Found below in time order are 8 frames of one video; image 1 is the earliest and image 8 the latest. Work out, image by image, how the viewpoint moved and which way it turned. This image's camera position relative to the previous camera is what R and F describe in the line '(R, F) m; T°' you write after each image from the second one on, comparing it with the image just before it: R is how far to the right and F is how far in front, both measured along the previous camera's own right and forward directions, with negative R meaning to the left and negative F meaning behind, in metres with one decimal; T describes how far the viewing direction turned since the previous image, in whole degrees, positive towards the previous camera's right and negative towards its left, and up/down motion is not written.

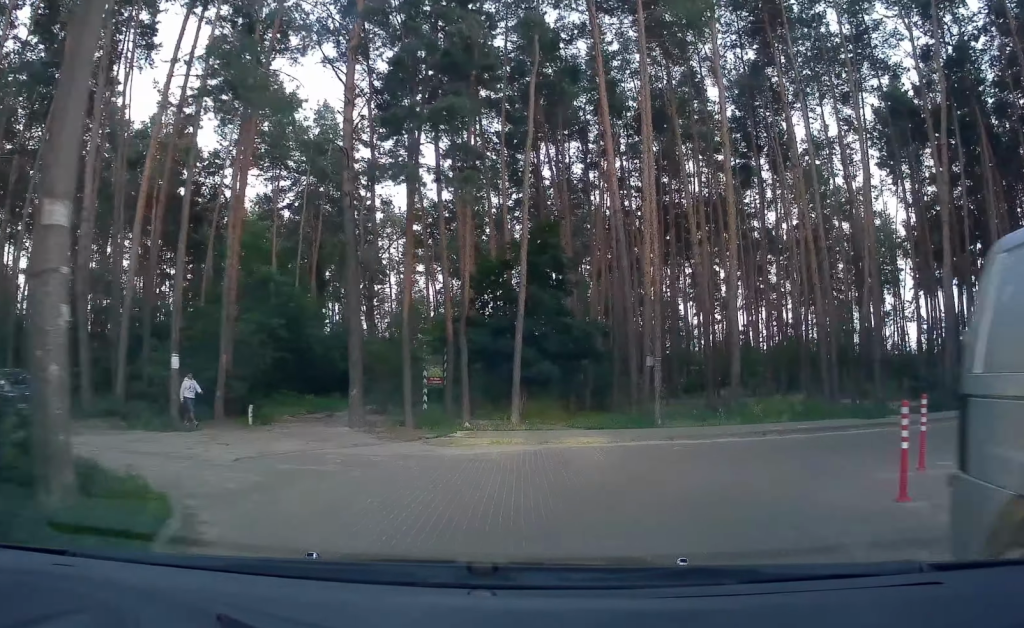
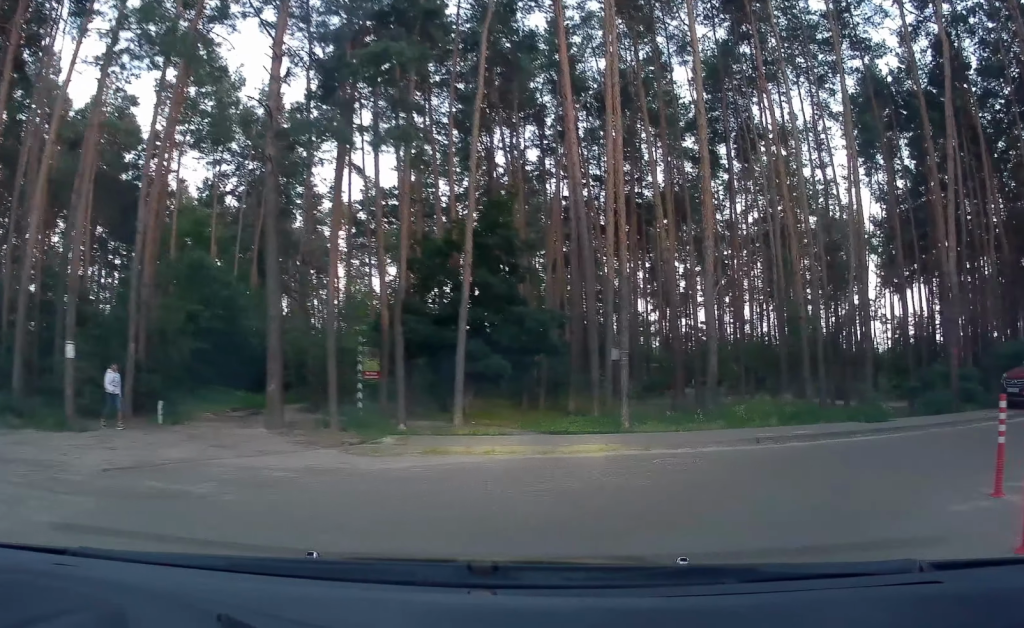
(+0.2, +3.5) m; 0°
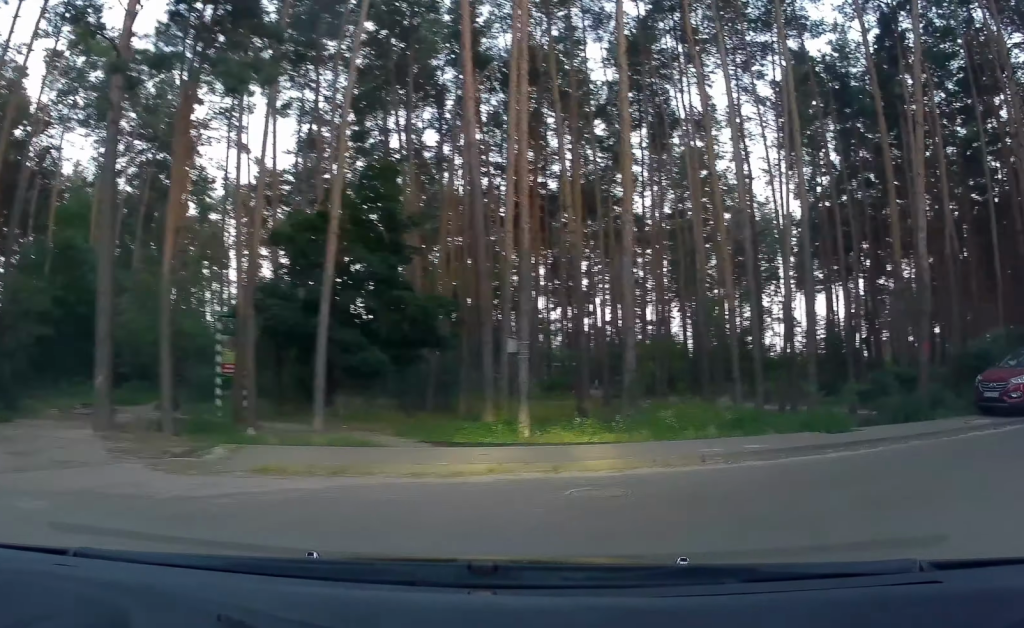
(0.0, +3.8) m; +1°
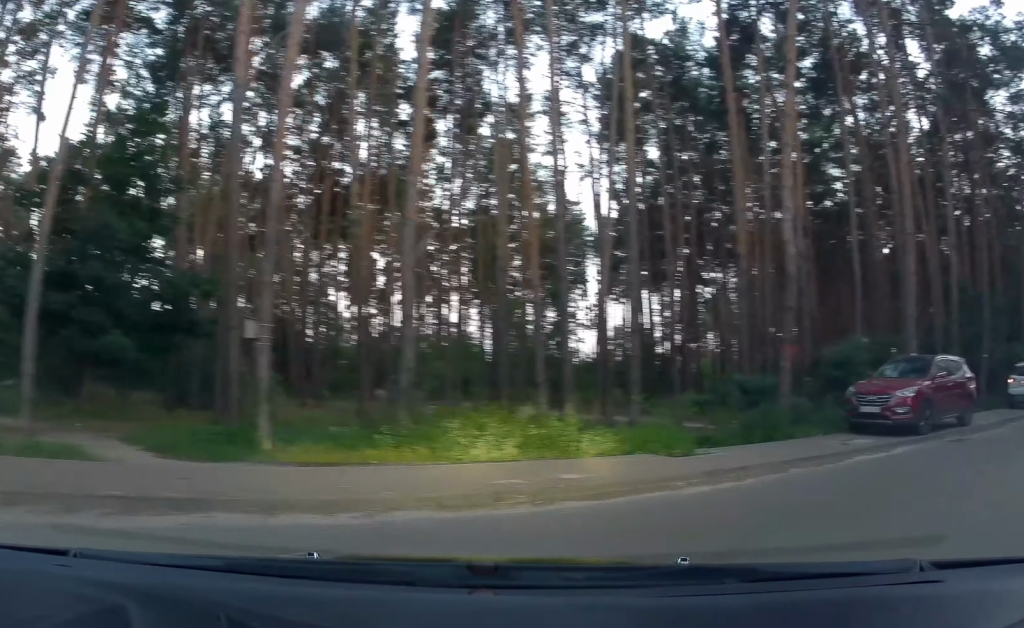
(-0.1, +3.7) m; +7°
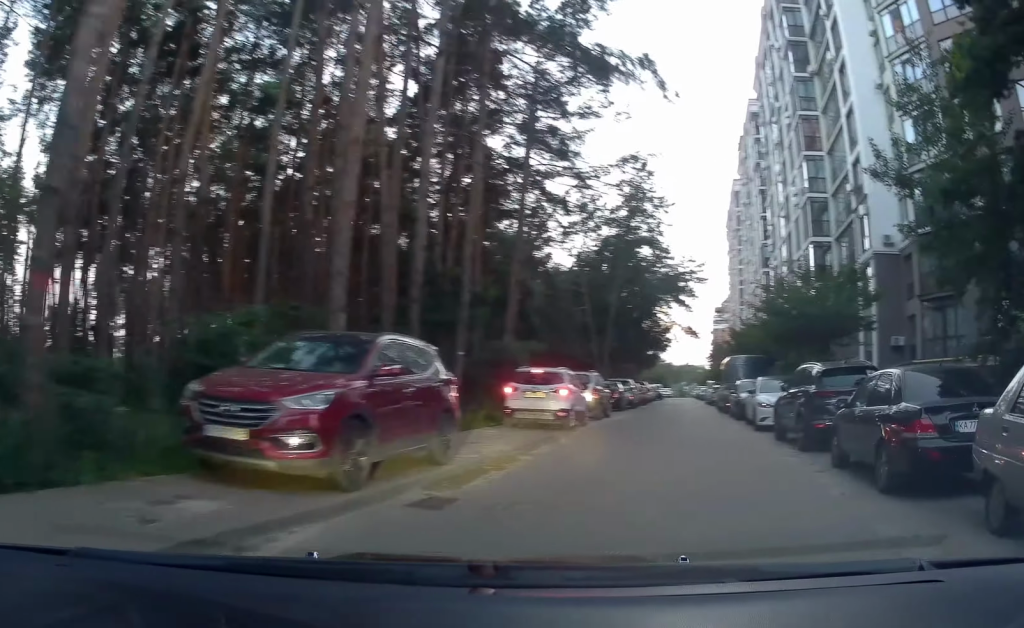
(+2.2, +7.8) m; +23°
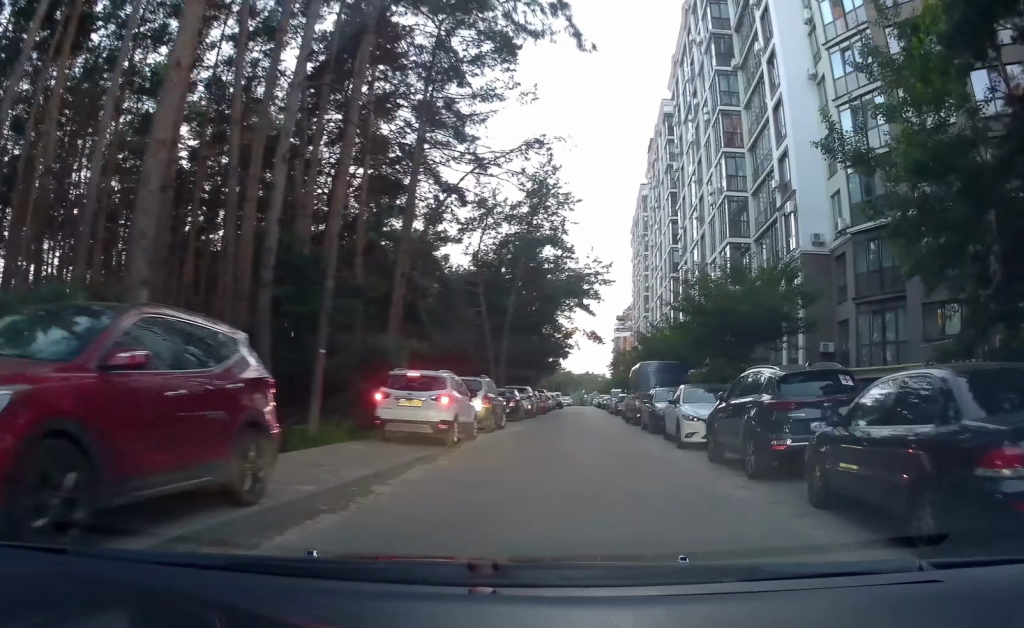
(0.0, +2.9) m; +2°
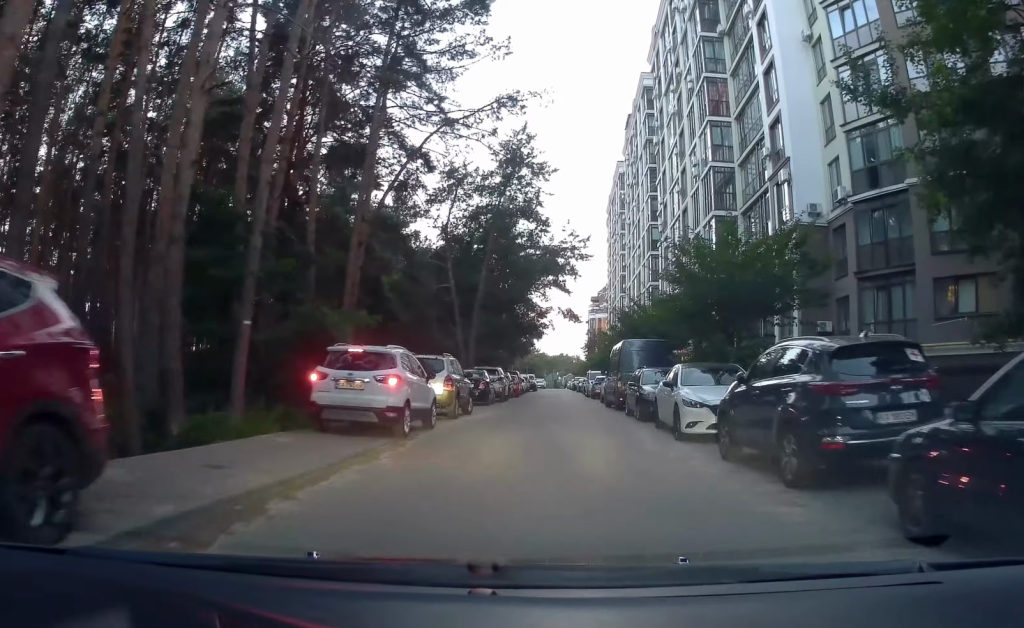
(+0.1, +2.6) m; +4°
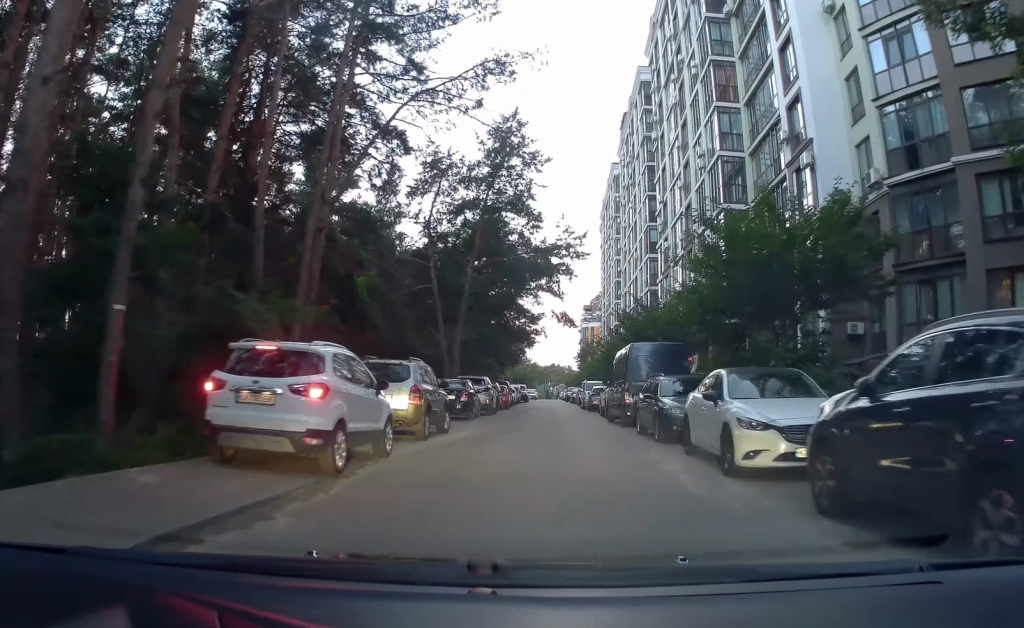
(+0.1, +3.6) m; +8°
